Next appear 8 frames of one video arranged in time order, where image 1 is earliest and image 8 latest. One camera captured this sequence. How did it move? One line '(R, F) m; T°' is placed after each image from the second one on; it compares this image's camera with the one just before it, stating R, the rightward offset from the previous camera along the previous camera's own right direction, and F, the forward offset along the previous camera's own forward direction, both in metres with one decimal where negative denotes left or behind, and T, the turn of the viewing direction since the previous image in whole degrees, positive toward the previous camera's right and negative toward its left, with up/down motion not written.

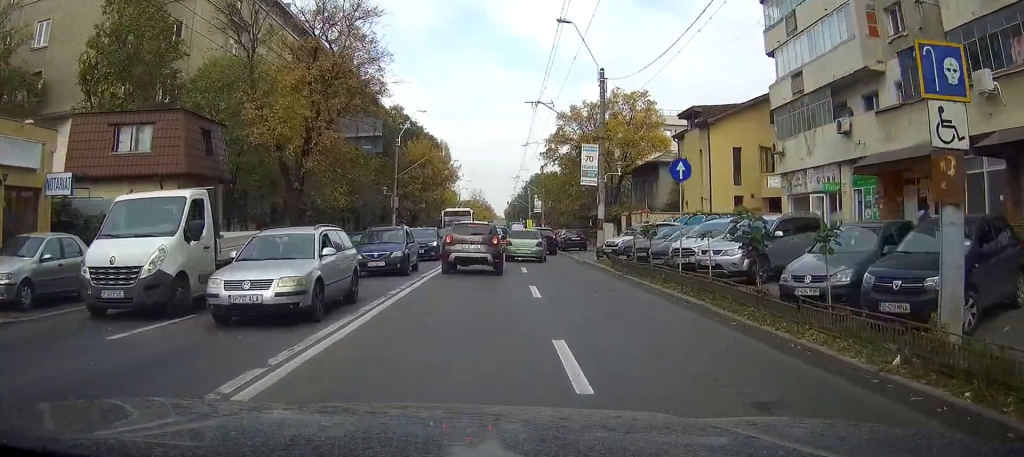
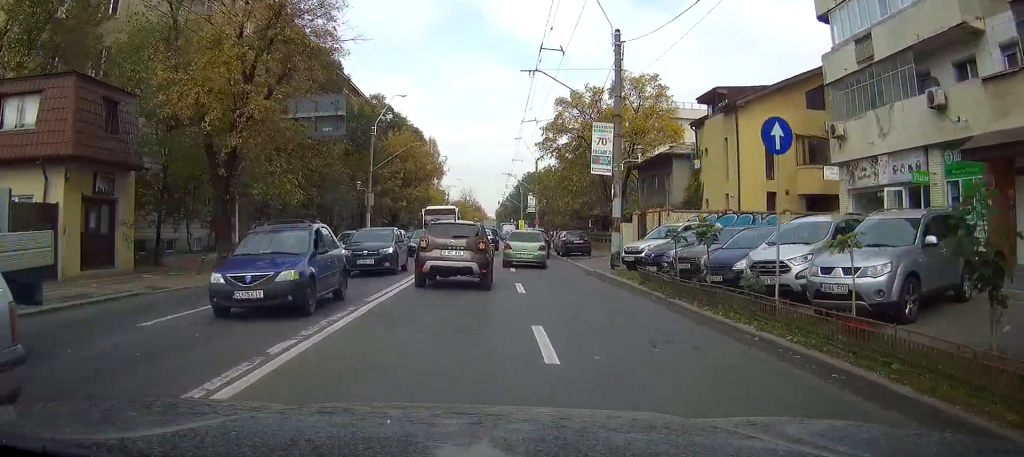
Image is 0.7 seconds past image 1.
(0.0, +7.5) m; 0°
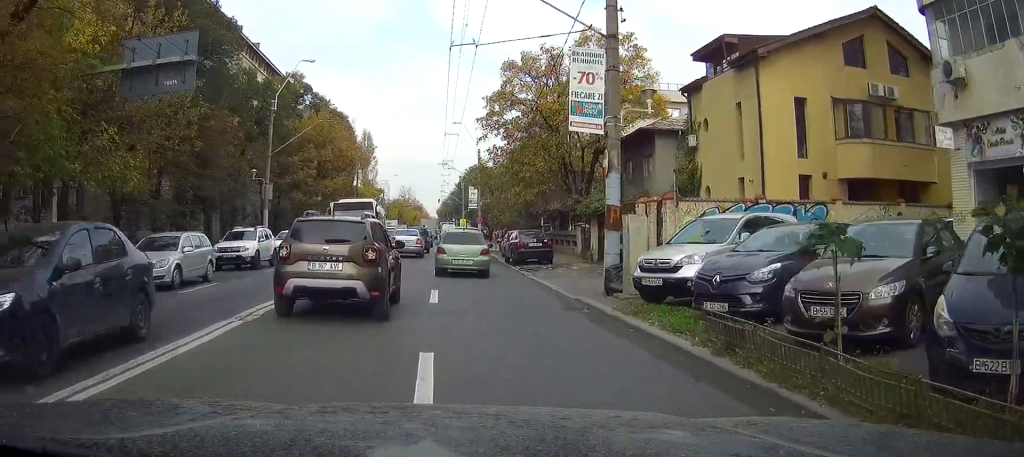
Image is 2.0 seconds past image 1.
(+0.1, +11.5) m; +1°
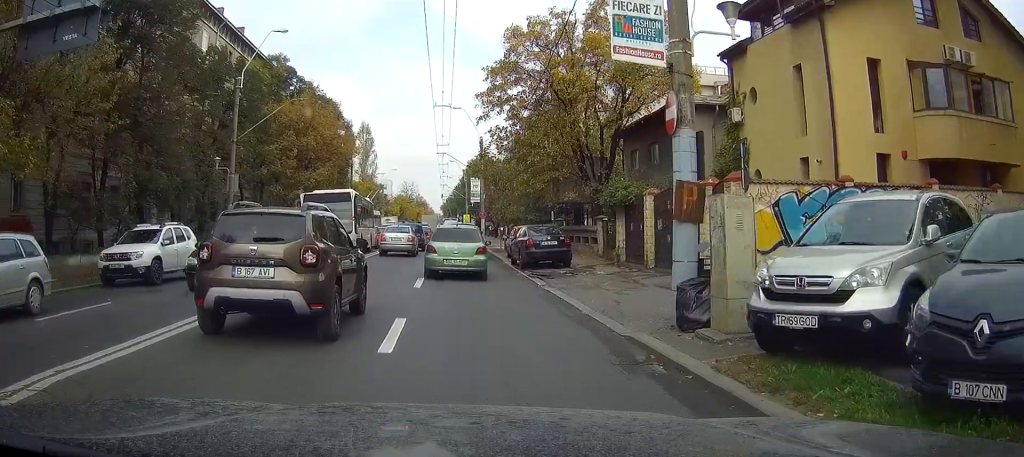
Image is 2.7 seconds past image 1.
(0.0, +6.2) m; +1°
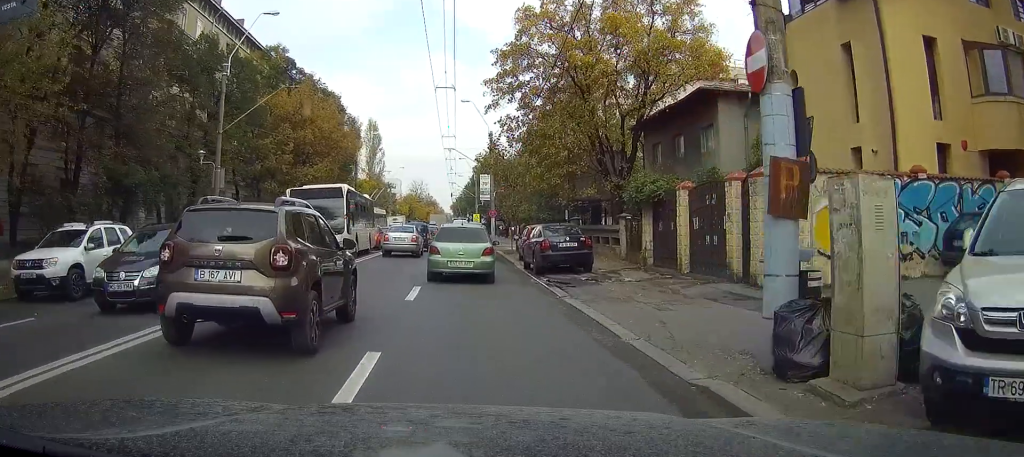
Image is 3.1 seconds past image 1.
(+0.1, +3.2) m; 0°
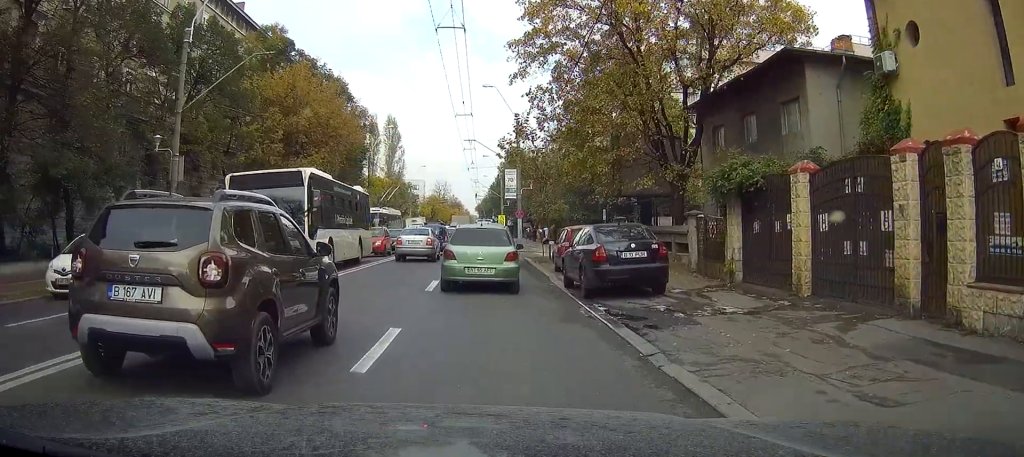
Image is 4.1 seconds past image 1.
(0.0, +7.2) m; 0°
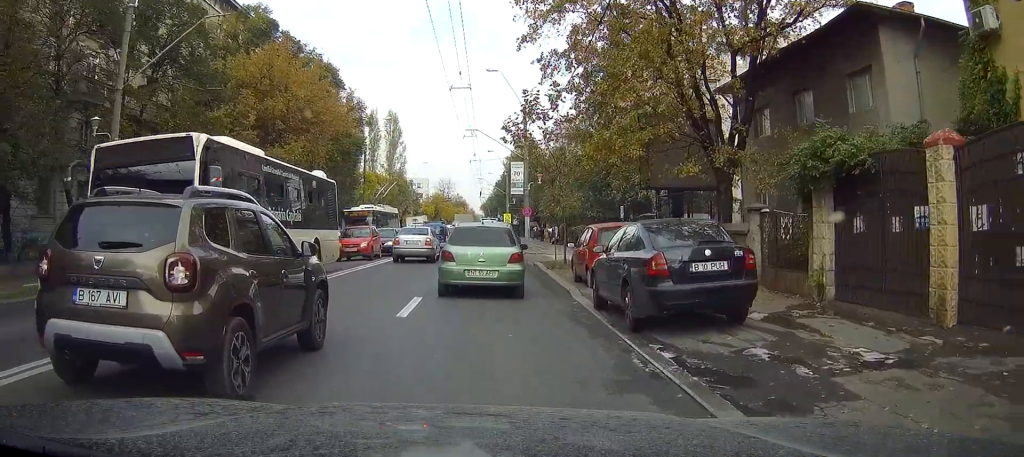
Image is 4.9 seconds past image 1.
(0.0, +5.0) m; 0°
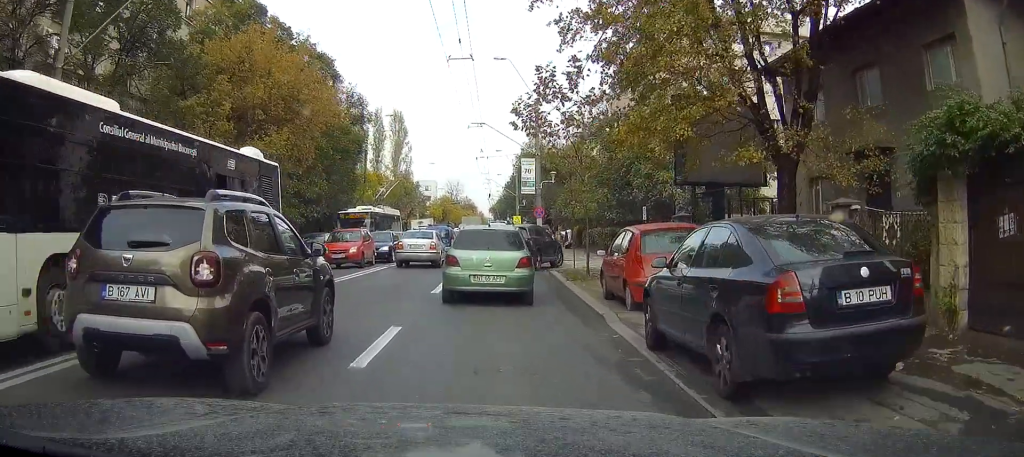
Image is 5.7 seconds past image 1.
(0.0, +4.1) m; -2°
